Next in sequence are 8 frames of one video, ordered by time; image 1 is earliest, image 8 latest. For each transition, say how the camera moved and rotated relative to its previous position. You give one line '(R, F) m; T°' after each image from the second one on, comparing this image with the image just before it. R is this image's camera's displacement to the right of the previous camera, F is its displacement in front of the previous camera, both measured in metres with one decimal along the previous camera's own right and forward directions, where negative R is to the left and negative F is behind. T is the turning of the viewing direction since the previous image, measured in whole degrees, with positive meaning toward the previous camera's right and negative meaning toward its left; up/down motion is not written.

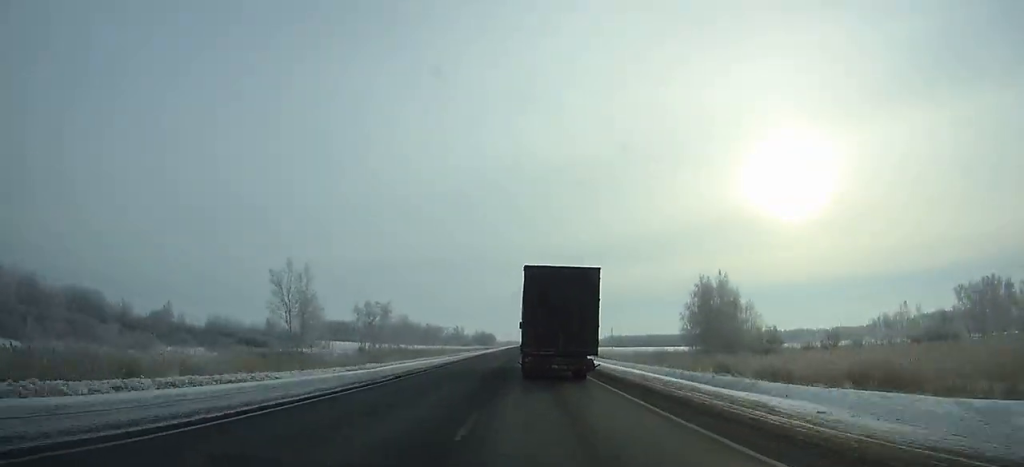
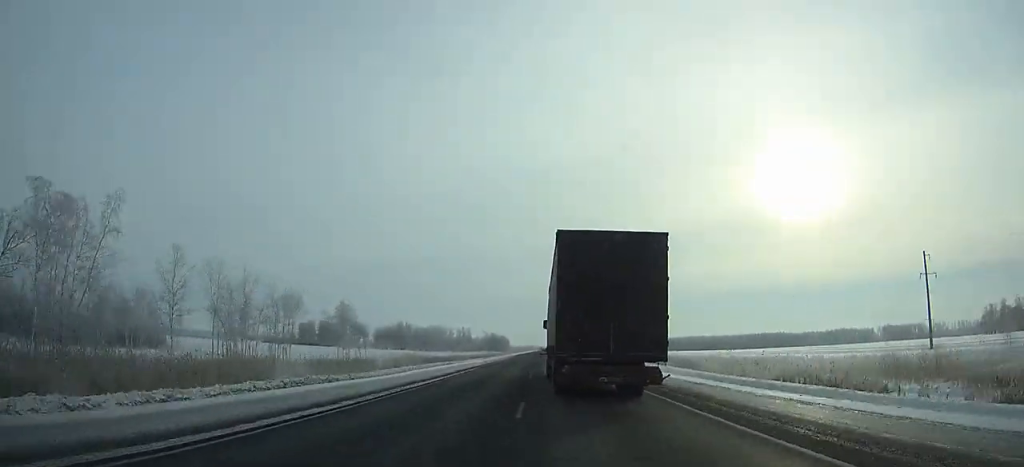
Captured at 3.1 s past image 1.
(-0.5, +84.1) m; 0°
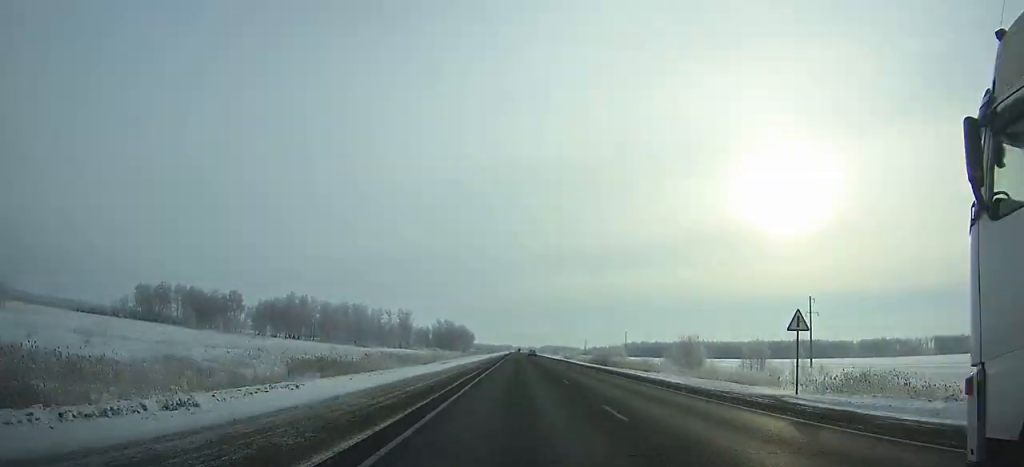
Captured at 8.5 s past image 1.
(+1.7, +156.5) m; +1°
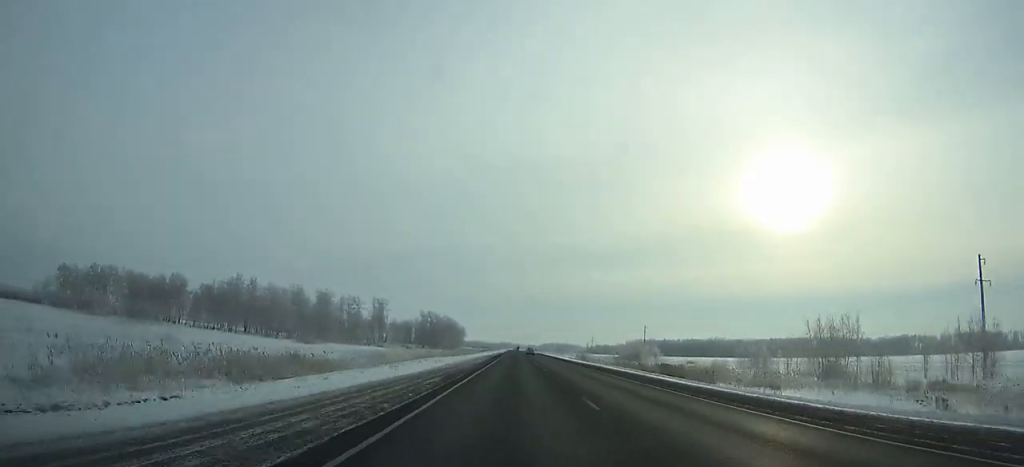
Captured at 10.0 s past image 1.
(0.0, +44.7) m; 0°
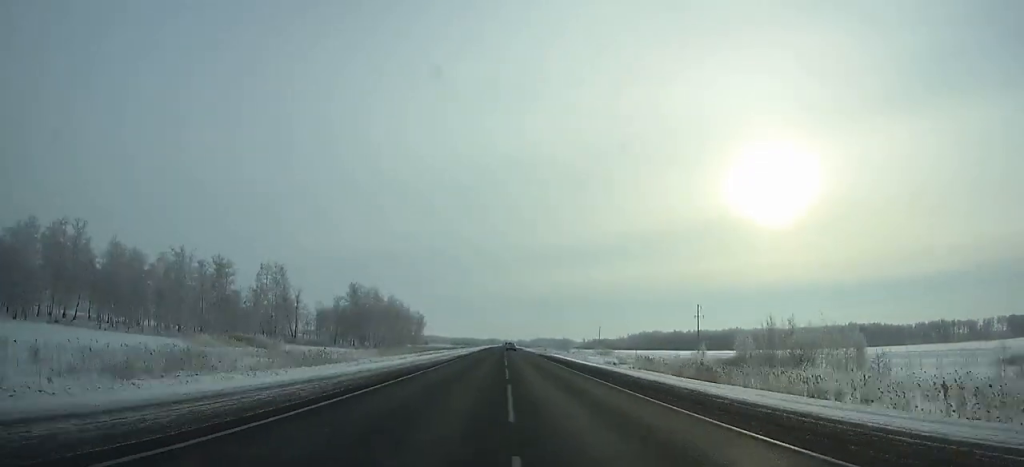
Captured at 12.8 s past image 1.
(+0.5, +83.9) m; 0°
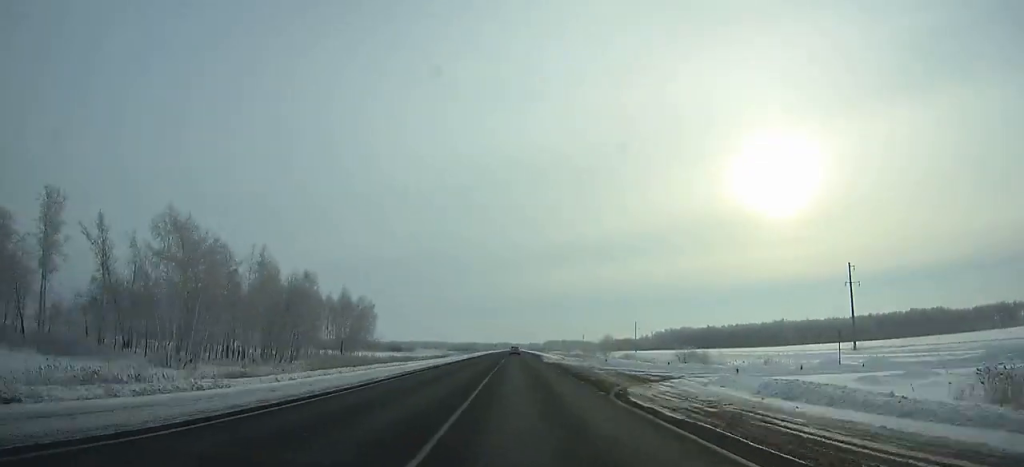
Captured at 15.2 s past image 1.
(-0.5, +70.5) m; 0°
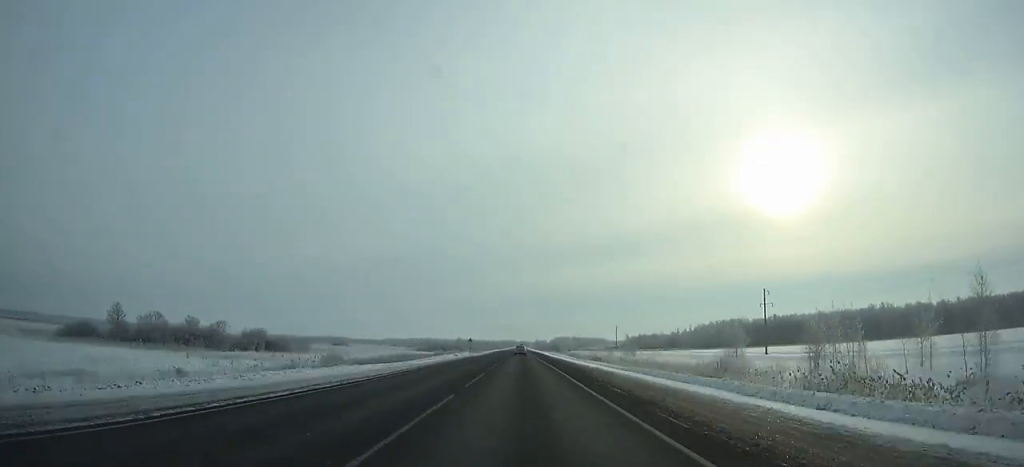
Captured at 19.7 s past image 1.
(-0.4, +128.7) m; 0°
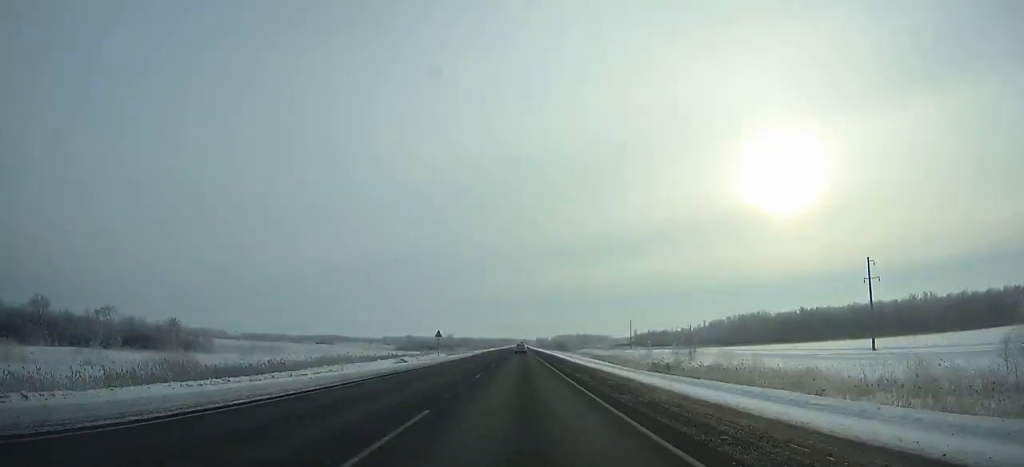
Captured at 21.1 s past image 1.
(-0.1, +39.0) m; 0°
